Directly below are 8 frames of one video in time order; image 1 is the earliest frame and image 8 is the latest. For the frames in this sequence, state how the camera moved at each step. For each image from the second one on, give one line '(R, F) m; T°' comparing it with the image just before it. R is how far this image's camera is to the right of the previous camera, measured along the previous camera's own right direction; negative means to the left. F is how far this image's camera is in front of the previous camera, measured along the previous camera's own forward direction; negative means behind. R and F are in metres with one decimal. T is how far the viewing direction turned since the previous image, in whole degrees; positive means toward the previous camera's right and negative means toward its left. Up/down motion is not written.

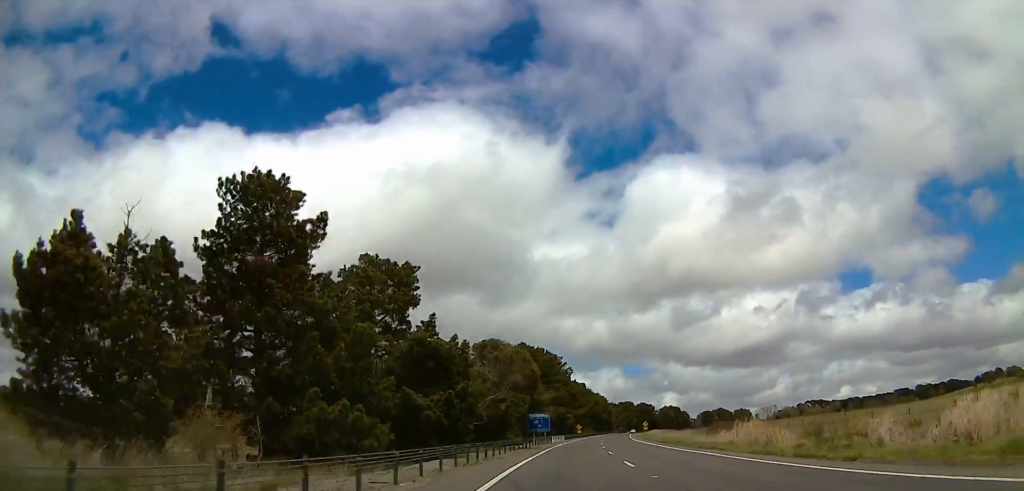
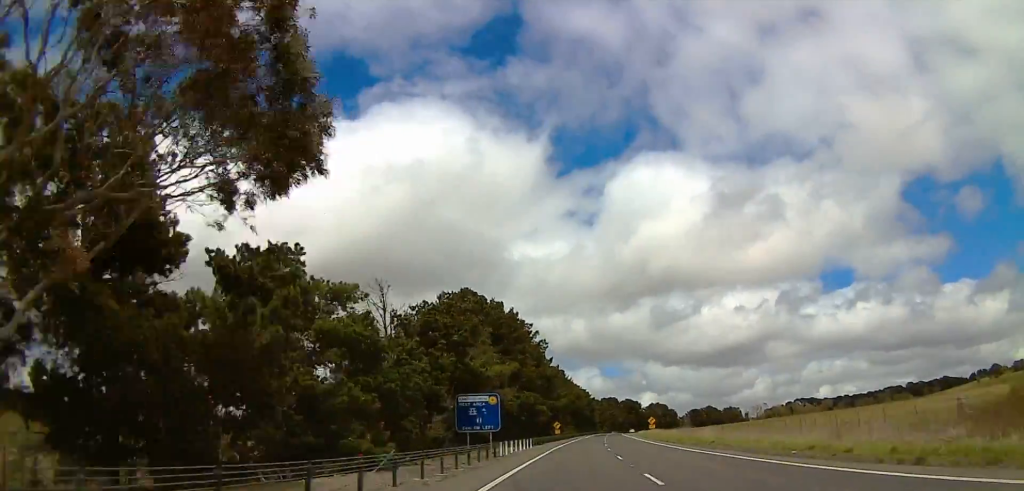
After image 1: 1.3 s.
(0.0, +42.4) m; +1°
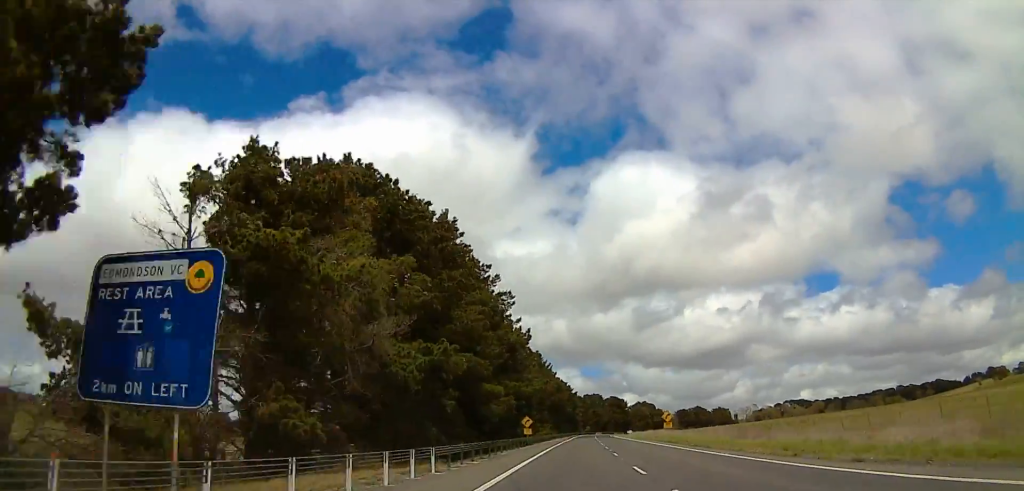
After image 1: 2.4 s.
(+0.5, +32.5) m; +1°
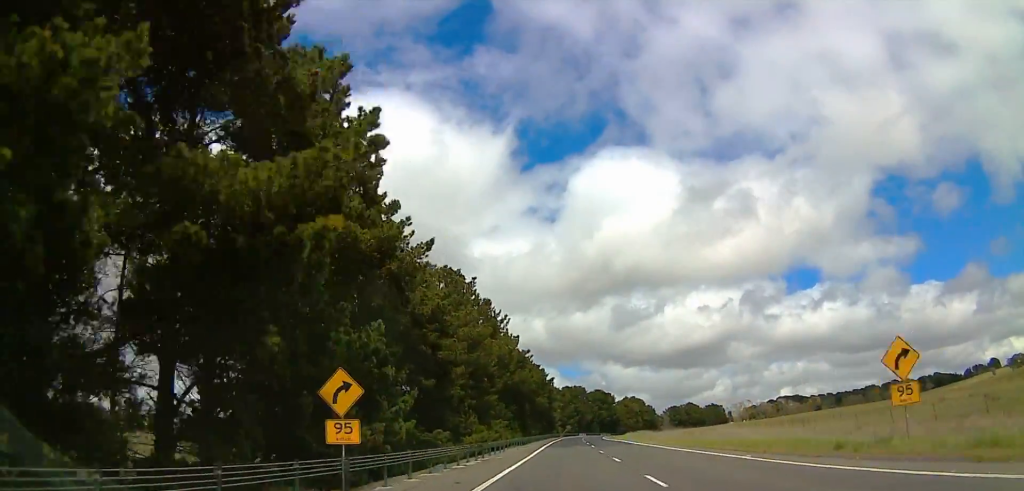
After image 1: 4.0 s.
(+1.6, +51.2) m; +3°
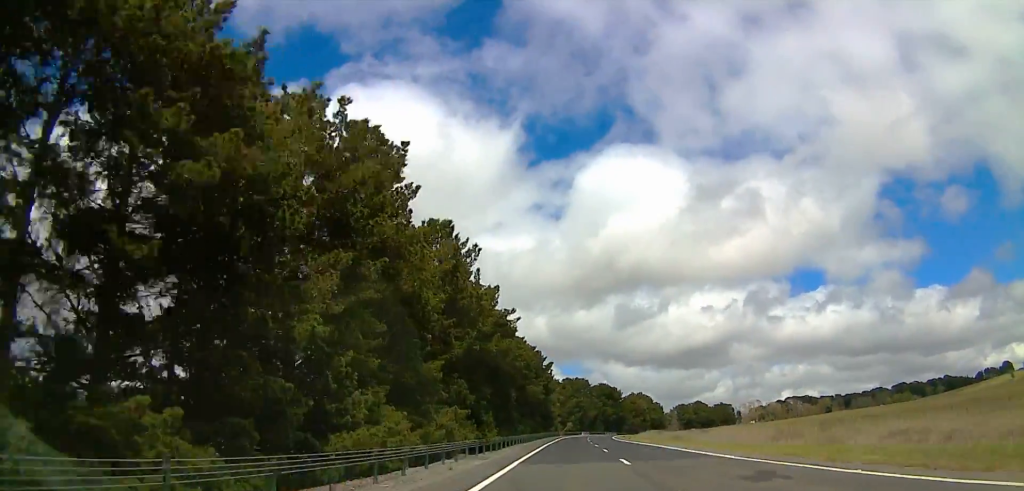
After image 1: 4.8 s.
(+0.2, +26.3) m; 0°
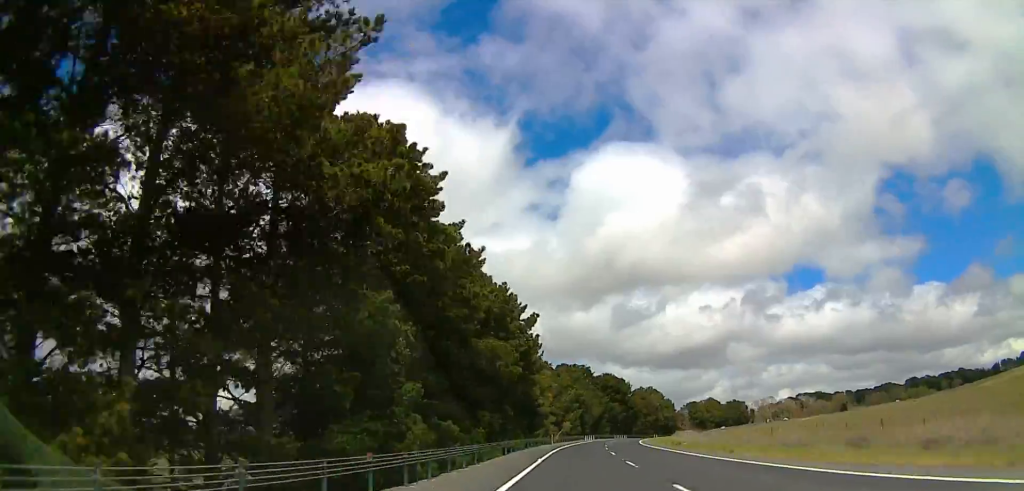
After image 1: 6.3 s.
(0.0, +45.5) m; +1°
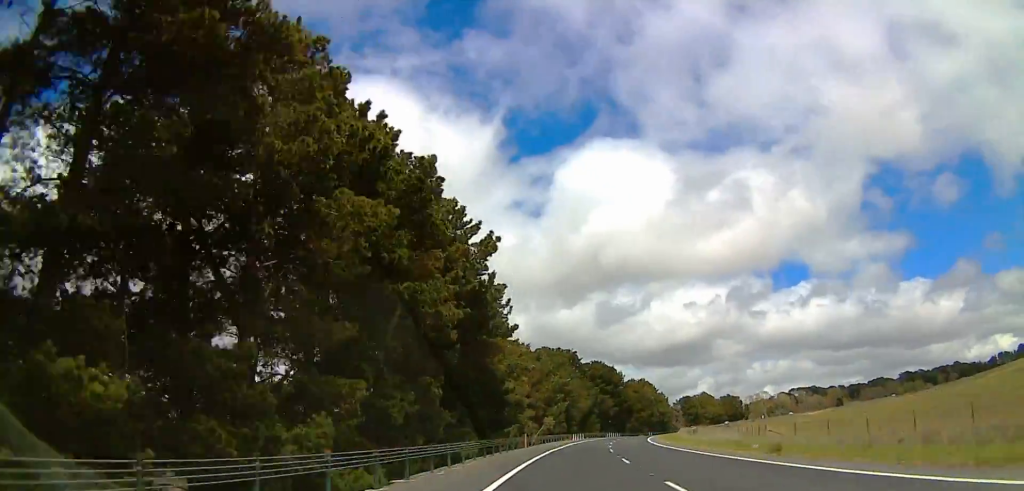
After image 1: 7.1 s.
(+0.2, +24.5) m; 0°
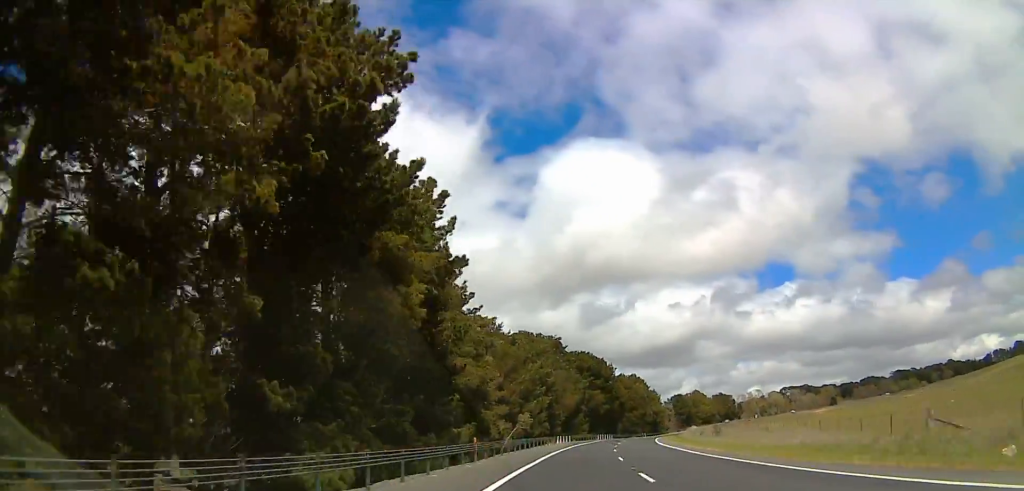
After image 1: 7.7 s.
(0.0, +20.2) m; 0°
